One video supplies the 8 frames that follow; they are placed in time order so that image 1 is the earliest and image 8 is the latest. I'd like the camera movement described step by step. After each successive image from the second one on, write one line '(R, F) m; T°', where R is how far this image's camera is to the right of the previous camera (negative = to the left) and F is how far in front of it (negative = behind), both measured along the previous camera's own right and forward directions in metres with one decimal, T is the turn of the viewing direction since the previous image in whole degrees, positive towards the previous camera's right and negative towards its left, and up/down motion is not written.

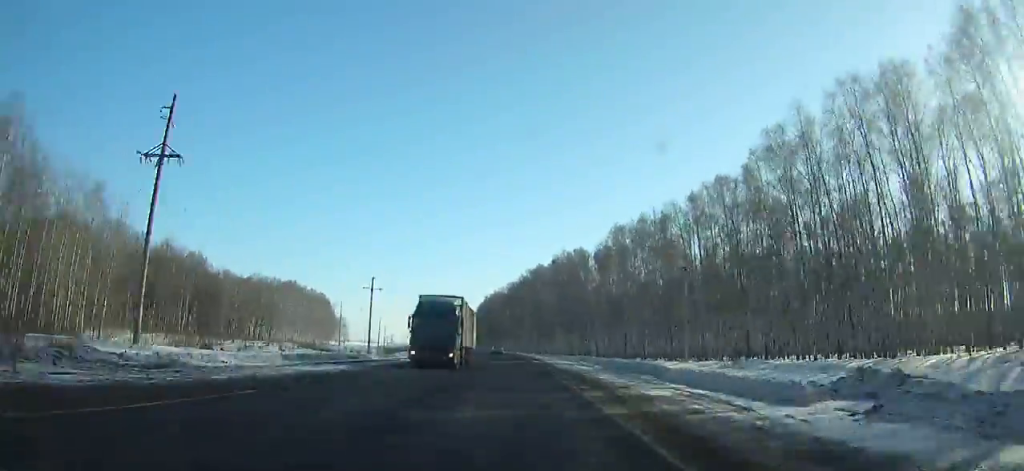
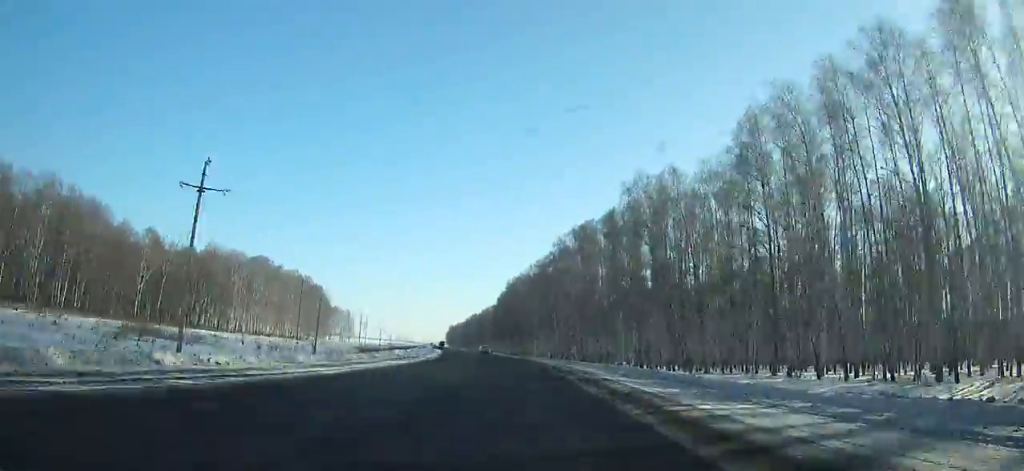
(-1.2, +61.7) m; -3°
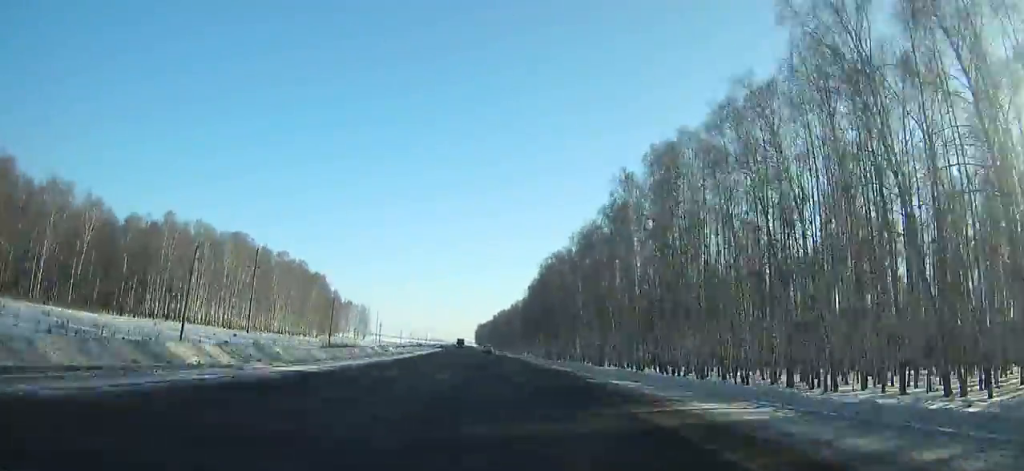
(-0.5, +43.6) m; -3°
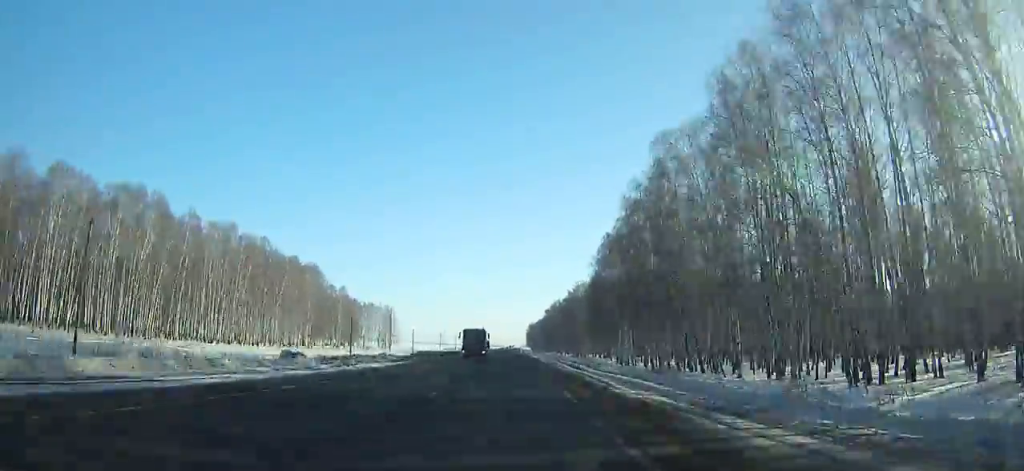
(-3.3, +71.5) m; -3°
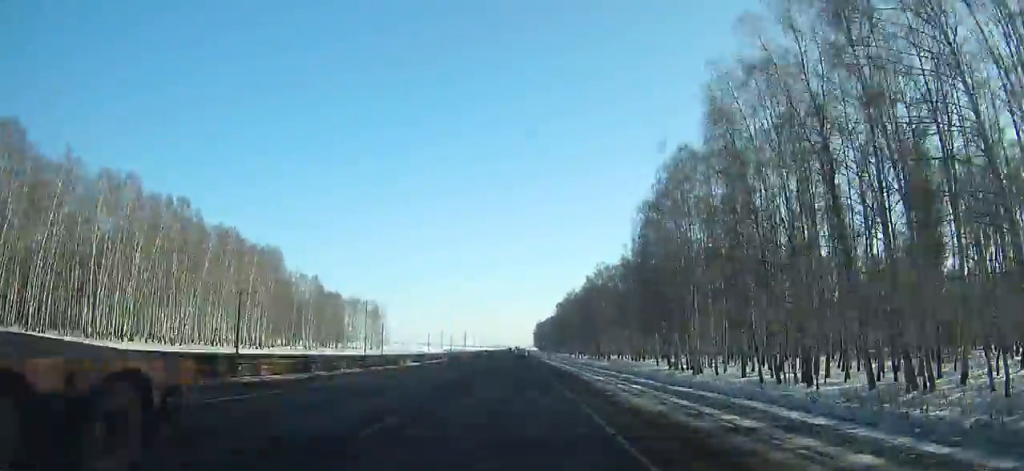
(-0.7, +42.7) m; -1°
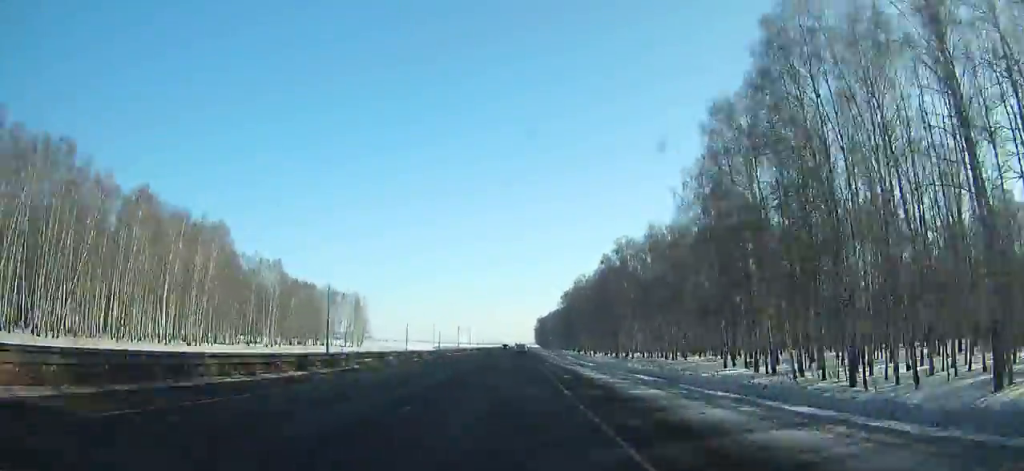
(-0.2, +33.8) m; 0°
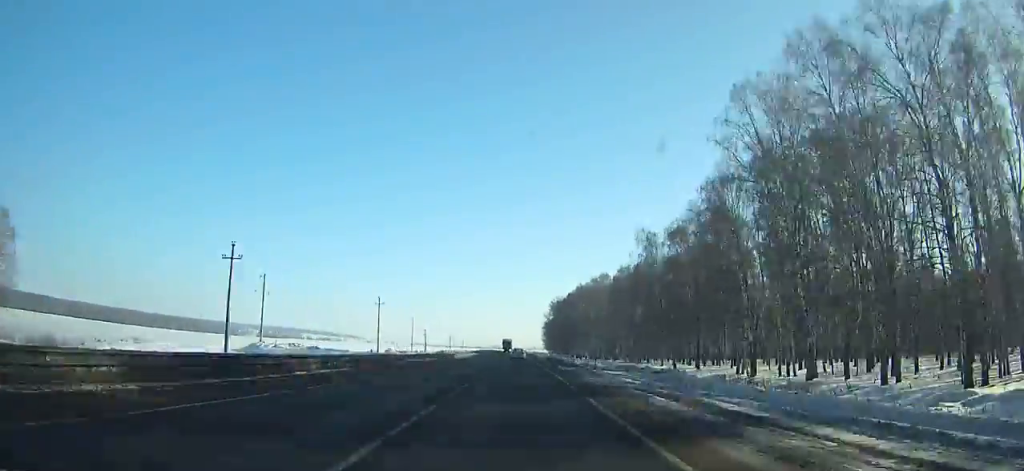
(-0.7, +209.0) m; 0°
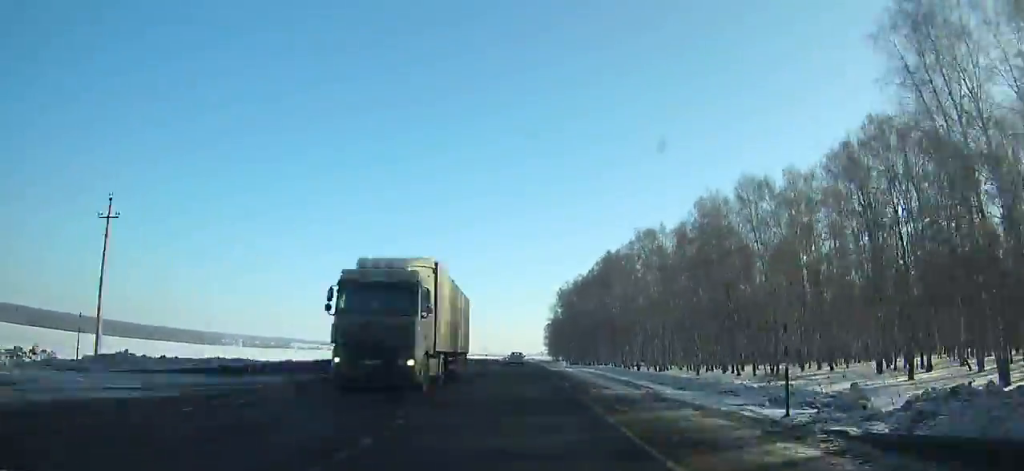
(+0.1, +79.7) m; 0°
